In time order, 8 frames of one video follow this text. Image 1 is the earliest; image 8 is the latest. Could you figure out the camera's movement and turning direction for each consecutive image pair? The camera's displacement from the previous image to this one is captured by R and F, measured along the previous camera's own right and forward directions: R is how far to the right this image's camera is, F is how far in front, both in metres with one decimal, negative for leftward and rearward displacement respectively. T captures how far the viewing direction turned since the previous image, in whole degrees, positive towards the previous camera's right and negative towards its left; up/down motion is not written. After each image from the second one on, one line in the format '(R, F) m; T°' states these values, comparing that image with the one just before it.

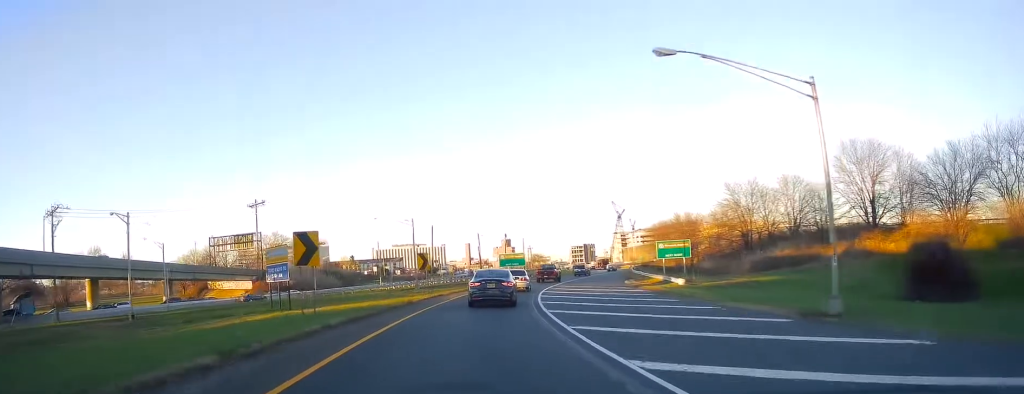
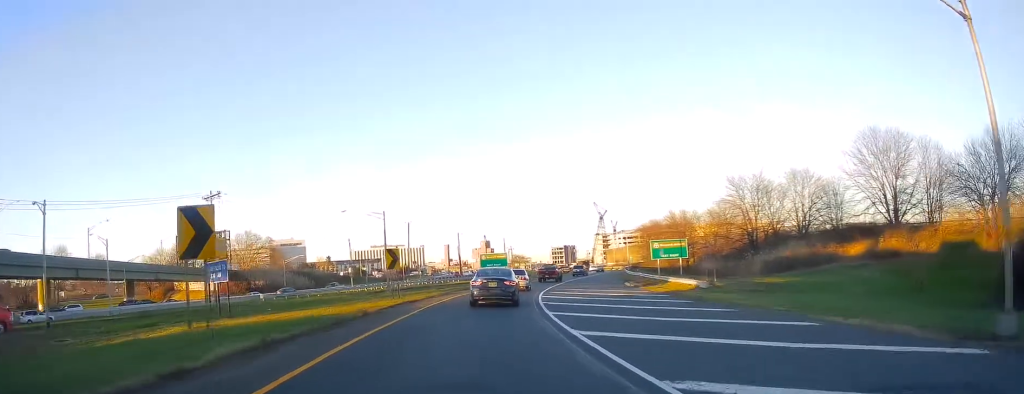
(0.0, +7.7) m; +1°
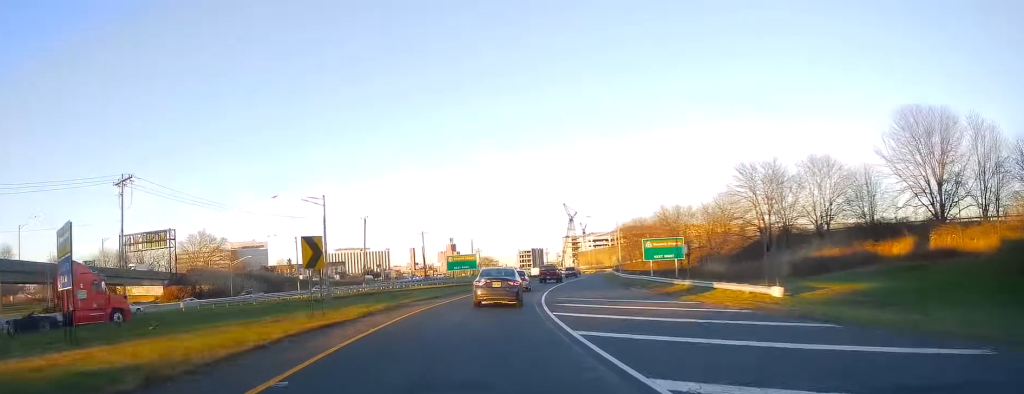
(+0.3, +12.6) m; +2°
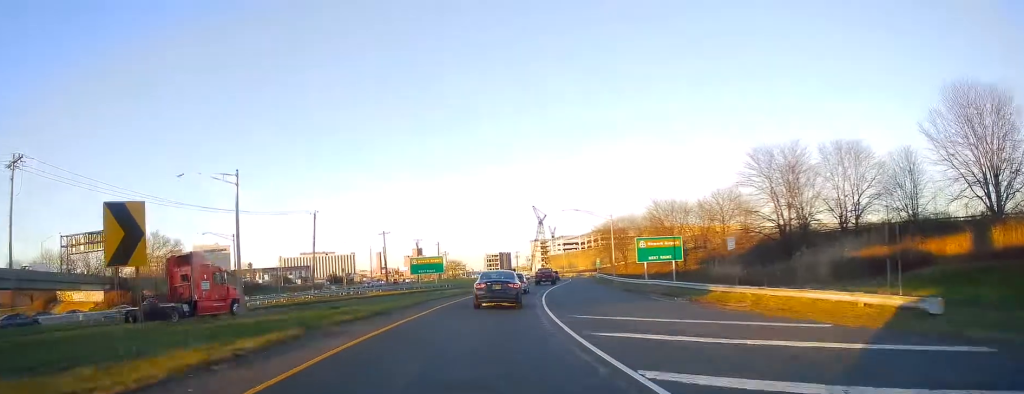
(+0.1, +11.9) m; +2°
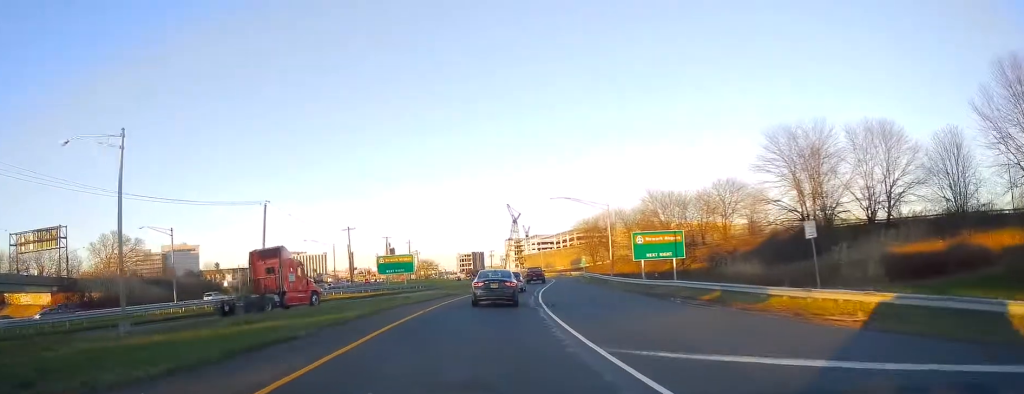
(+0.1, +10.3) m; +2°
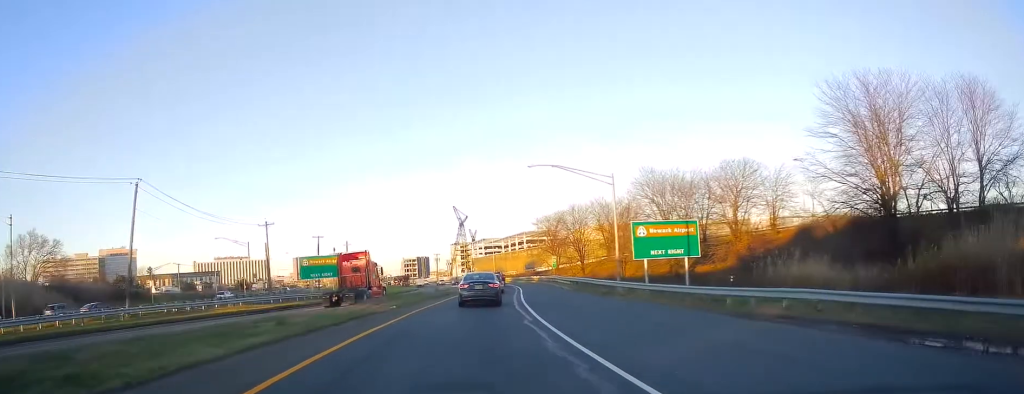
(+1.0, +18.3) m; +6°
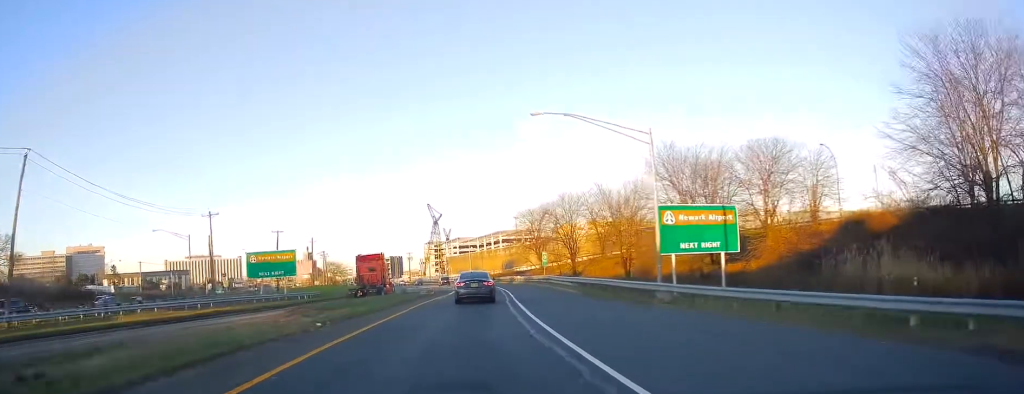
(+0.4, +11.7) m; +5°
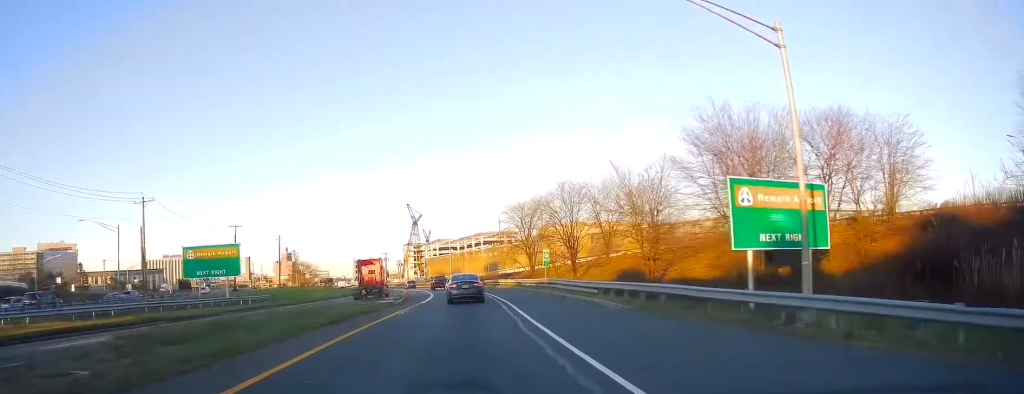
(+0.7, +12.7) m; +3°
